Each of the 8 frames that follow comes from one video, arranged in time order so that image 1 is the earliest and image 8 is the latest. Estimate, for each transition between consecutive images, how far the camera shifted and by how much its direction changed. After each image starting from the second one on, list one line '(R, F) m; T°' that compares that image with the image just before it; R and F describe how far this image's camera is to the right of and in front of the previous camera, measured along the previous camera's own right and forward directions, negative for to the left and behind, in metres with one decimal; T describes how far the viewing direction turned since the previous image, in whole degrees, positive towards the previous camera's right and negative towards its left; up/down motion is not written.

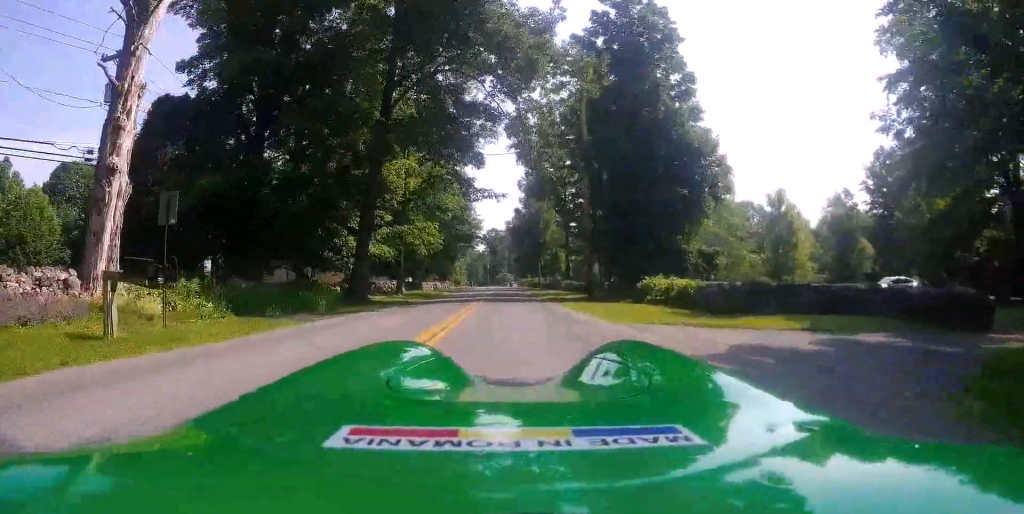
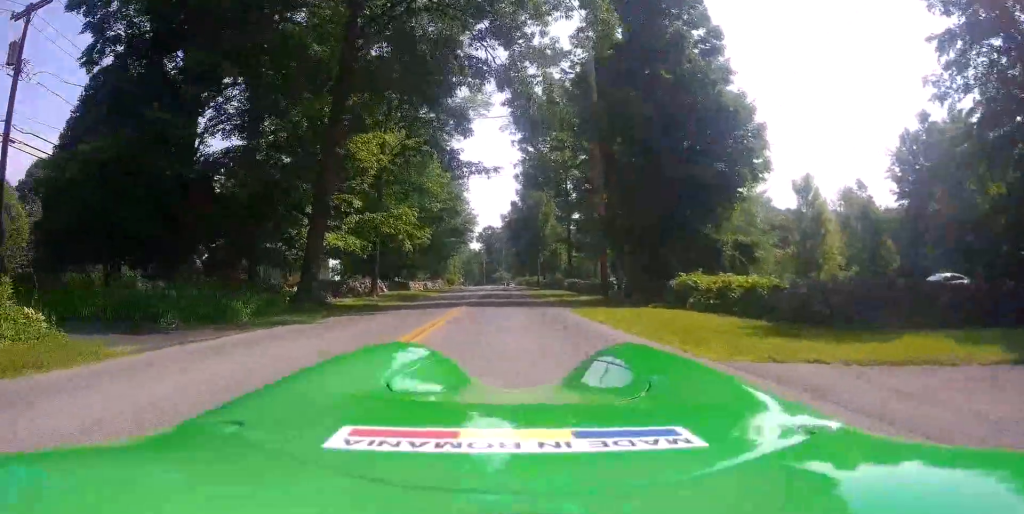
(-0.4, +6.3) m; -3°
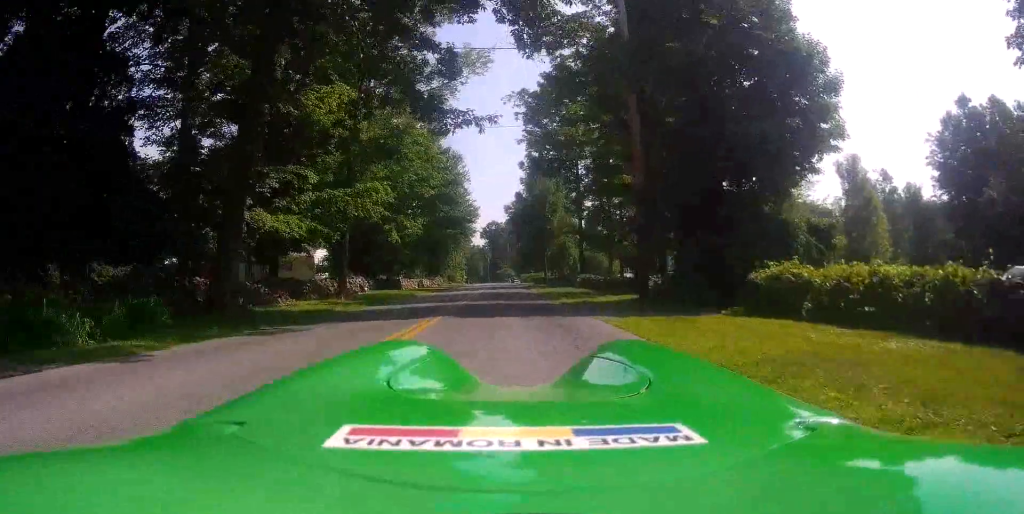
(+0.1, +8.4) m; +1°
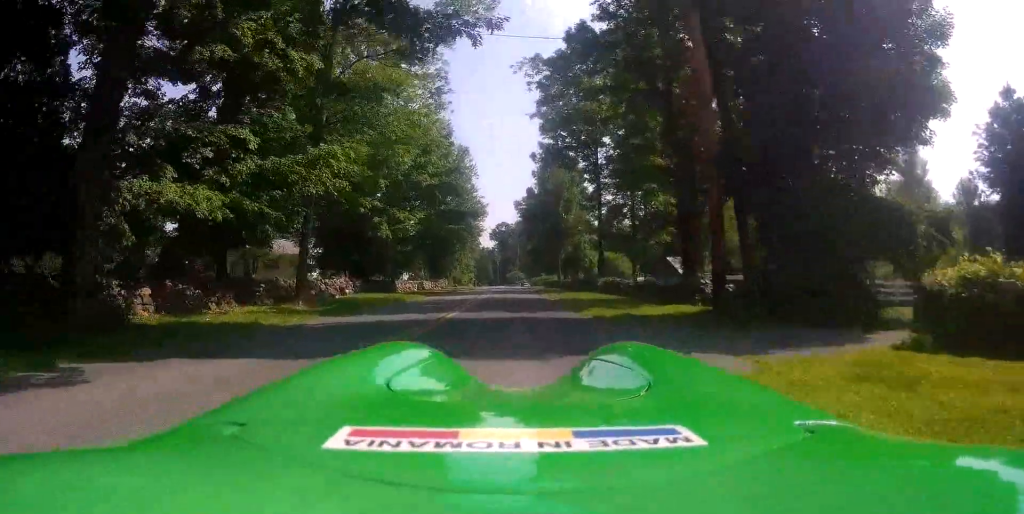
(+0.1, +8.5) m; 0°
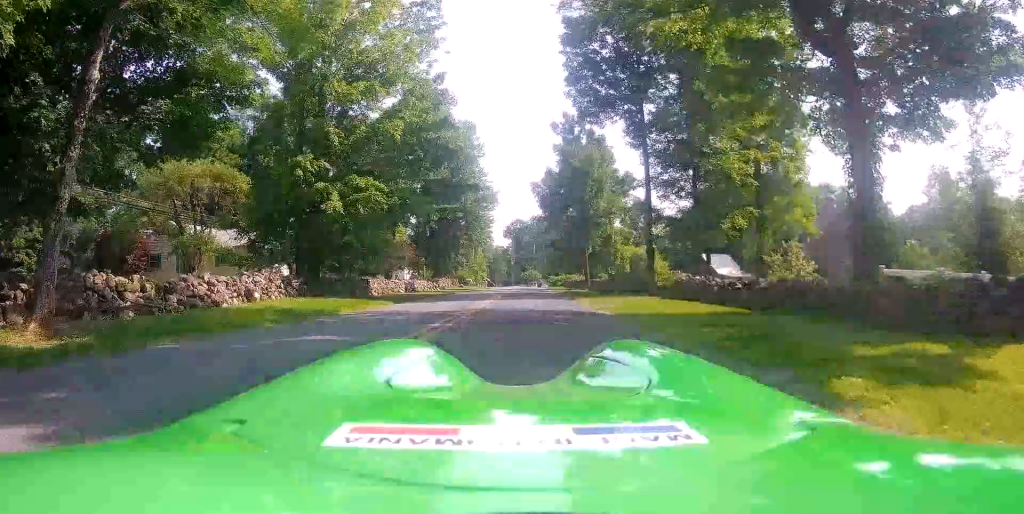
(-0.3, +12.2) m; -2°
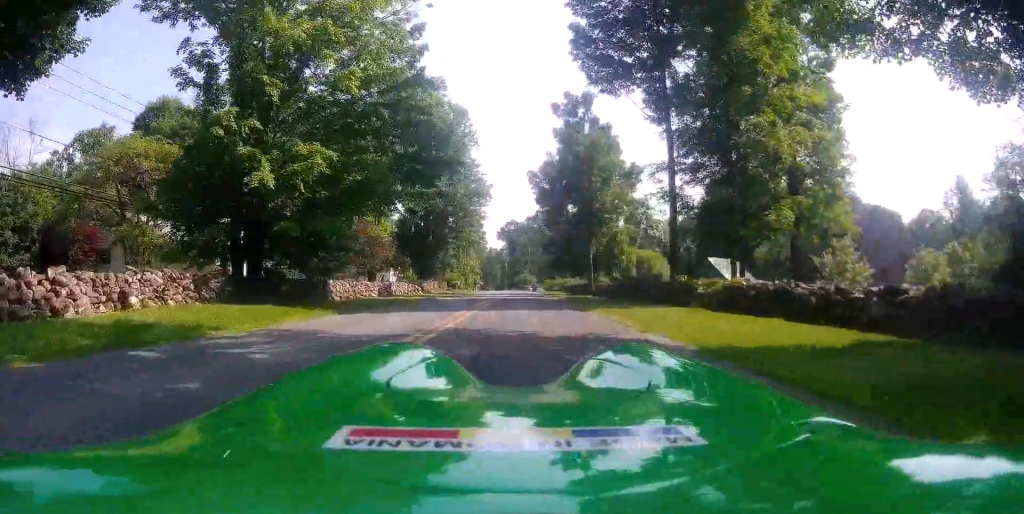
(0.0, +5.7) m; +2°
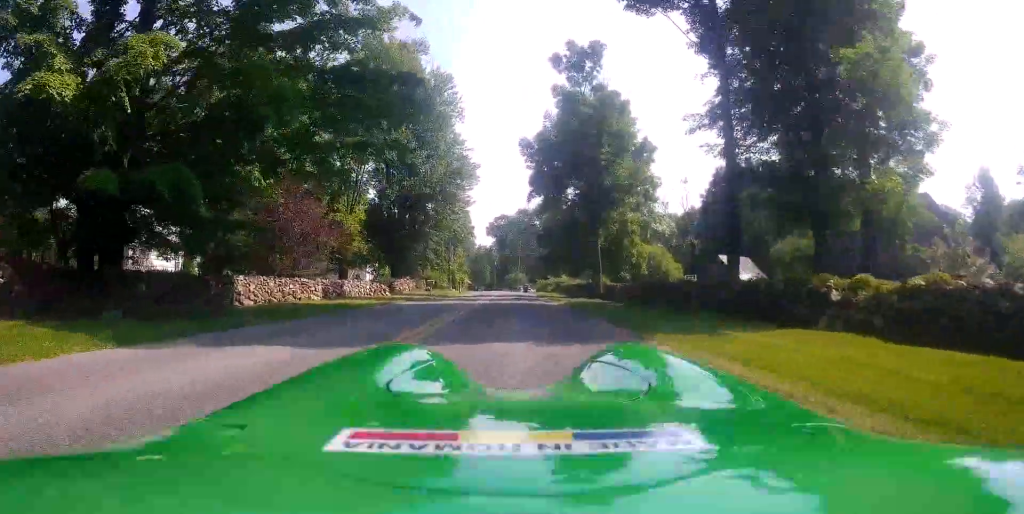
(+0.4, +8.1) m; +1°
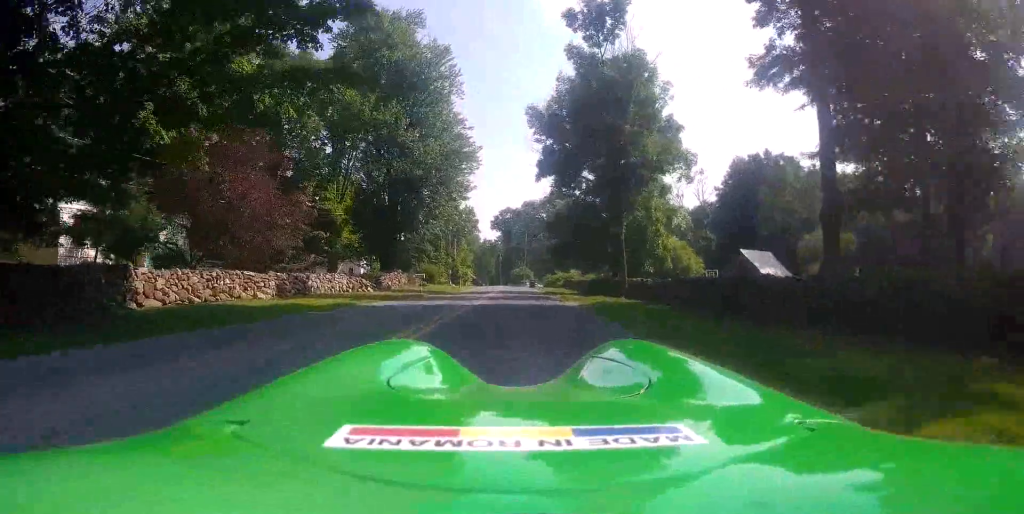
(-0.2, +5.8) m; -4°
